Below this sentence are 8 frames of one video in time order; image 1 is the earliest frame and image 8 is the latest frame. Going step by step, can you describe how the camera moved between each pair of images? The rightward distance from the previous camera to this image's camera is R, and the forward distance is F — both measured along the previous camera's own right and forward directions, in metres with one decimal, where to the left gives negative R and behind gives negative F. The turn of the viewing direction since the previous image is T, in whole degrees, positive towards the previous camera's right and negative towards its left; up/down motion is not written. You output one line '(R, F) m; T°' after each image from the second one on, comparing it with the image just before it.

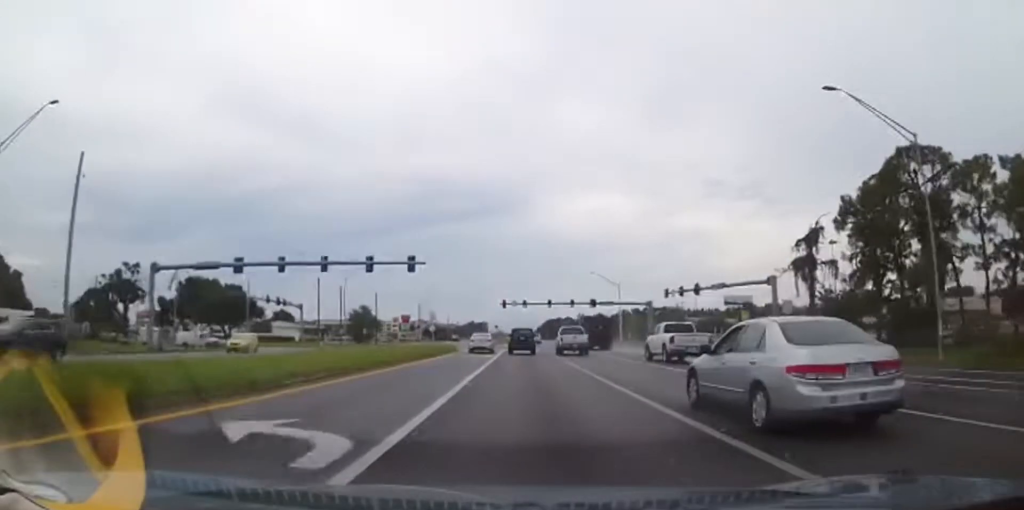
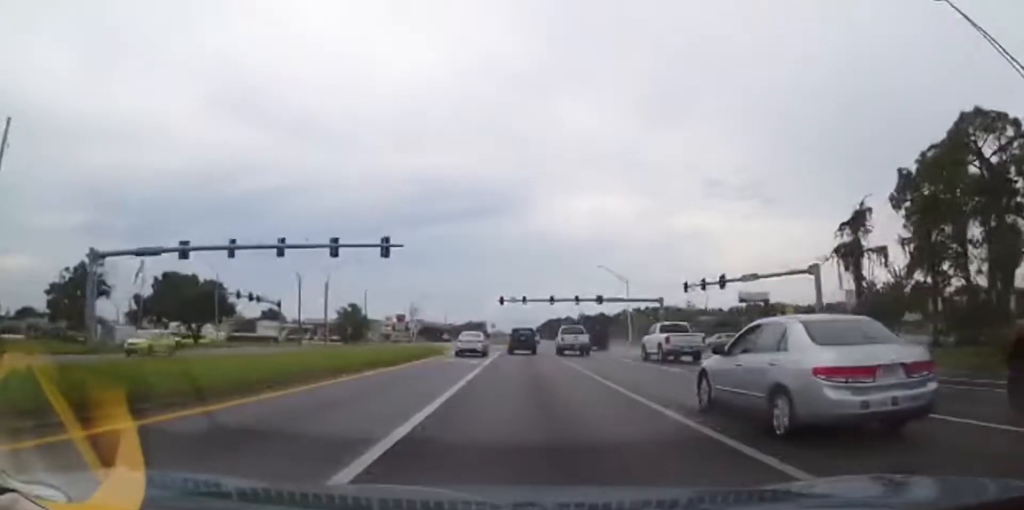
(-0.1, +8.2) m; +1°
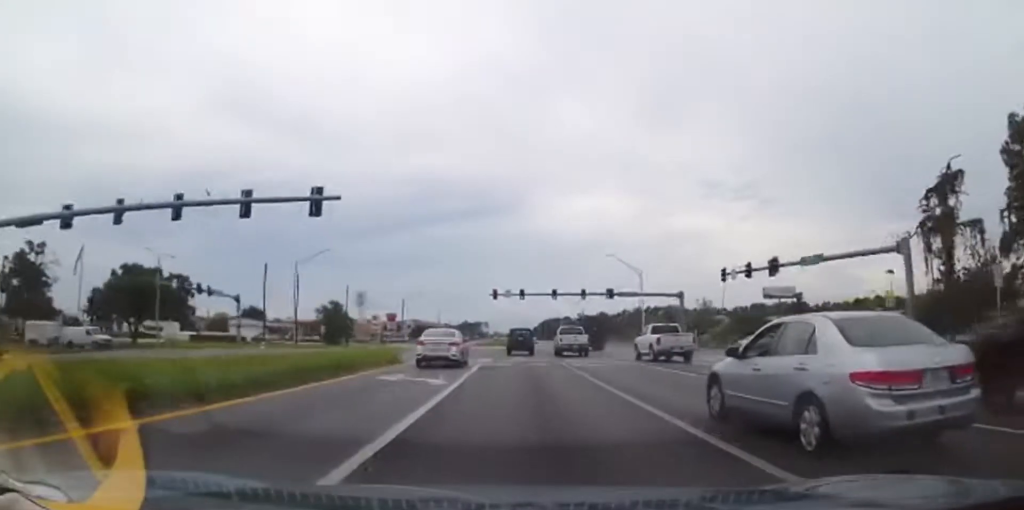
(+0.5, +11.9) m; 0°
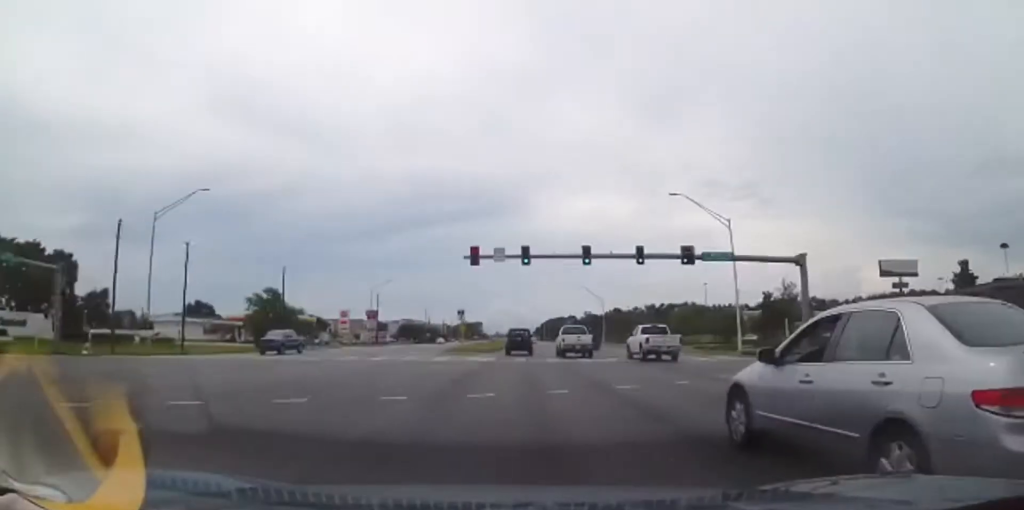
(-0.3, +32.1) m; 0°
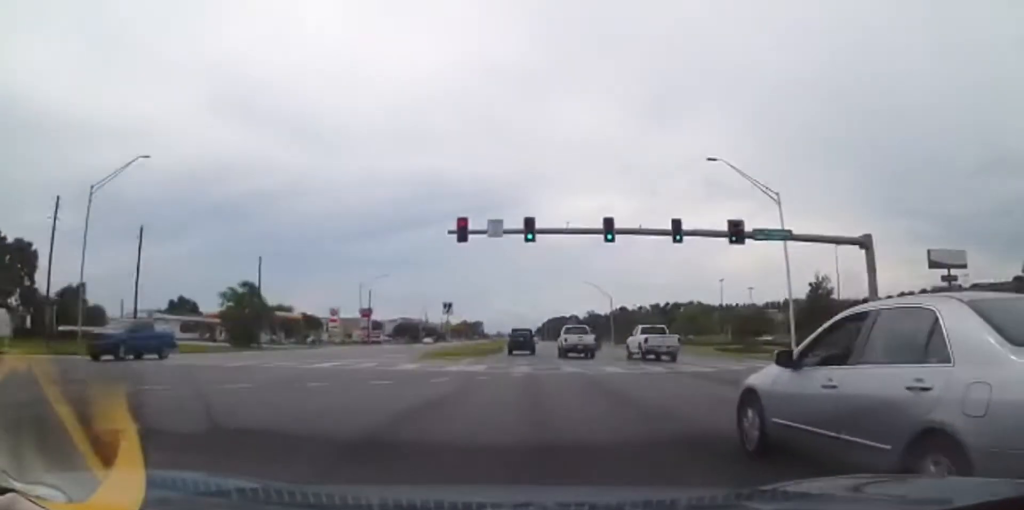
(+0.2, +8.8) m; 0°
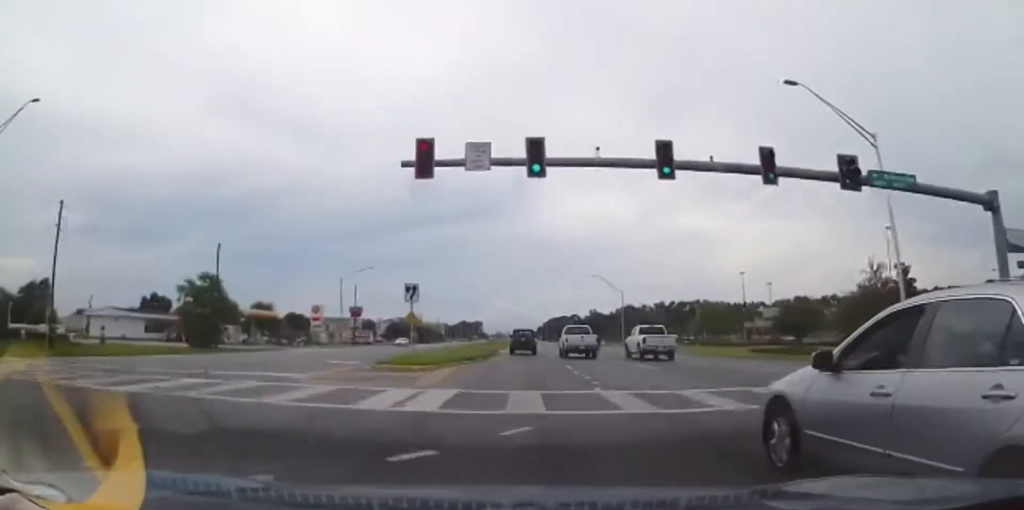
(-0.1, +11.5) m; 0°
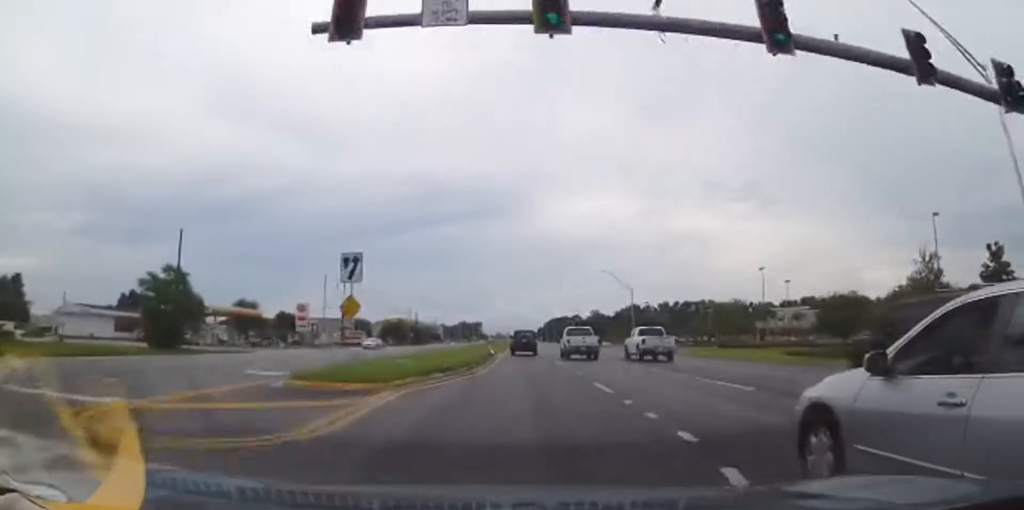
(0.0, +8.3) m; 0°
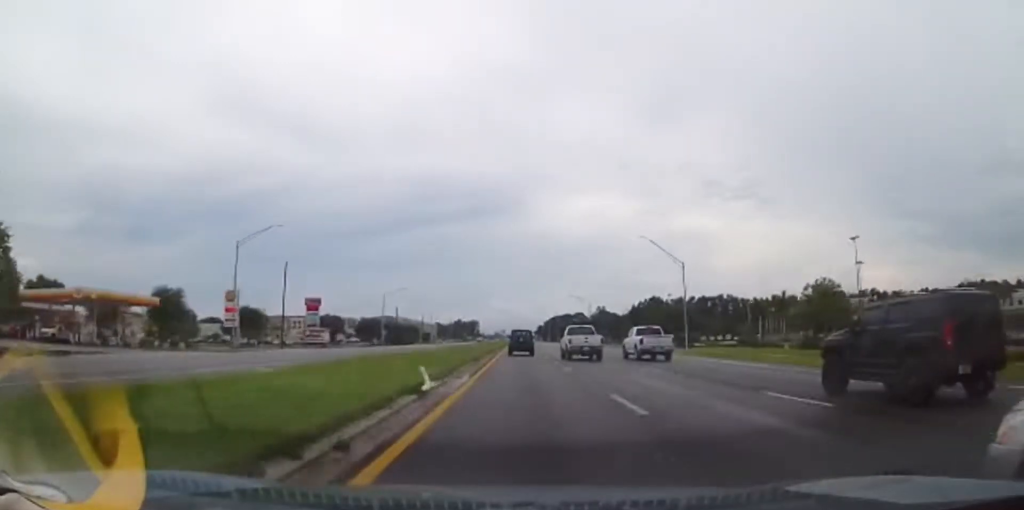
(0.0, +28.4) m; 0°
